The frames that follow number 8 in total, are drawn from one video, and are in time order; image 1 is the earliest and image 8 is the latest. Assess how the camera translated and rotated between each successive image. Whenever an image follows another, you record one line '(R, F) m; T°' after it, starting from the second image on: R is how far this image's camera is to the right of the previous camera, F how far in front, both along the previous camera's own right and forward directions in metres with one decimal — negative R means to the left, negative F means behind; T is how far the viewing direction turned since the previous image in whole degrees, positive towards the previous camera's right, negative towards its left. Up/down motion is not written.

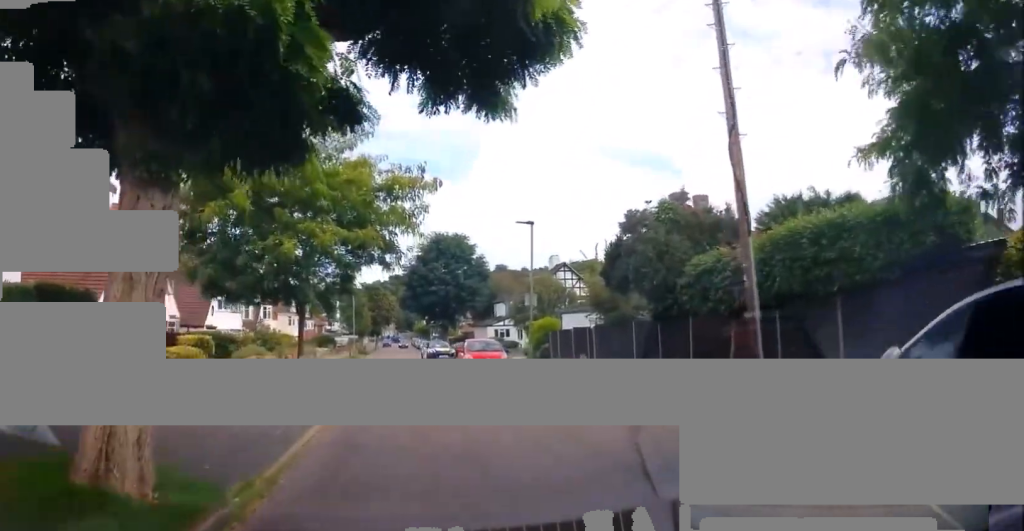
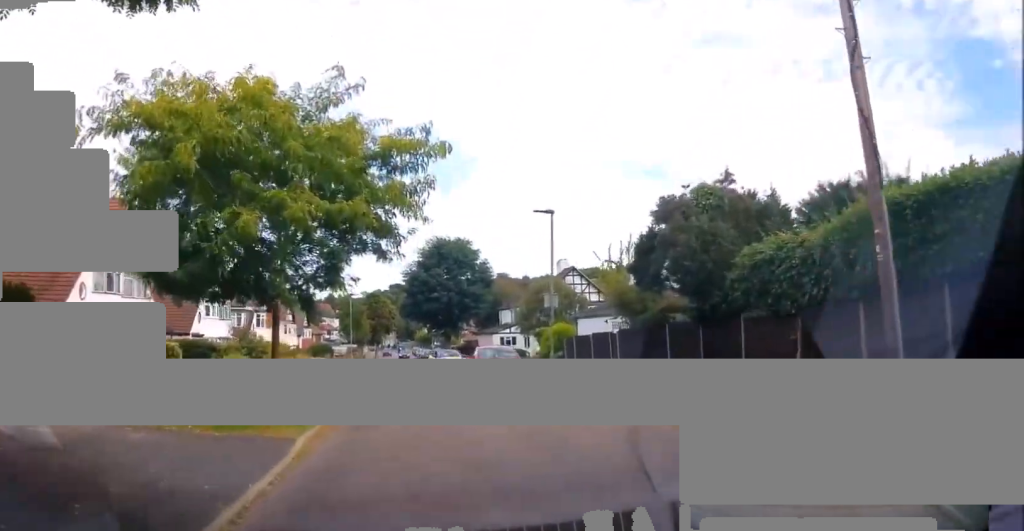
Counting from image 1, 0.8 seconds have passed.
(-0.1, +3.4) m; +1°
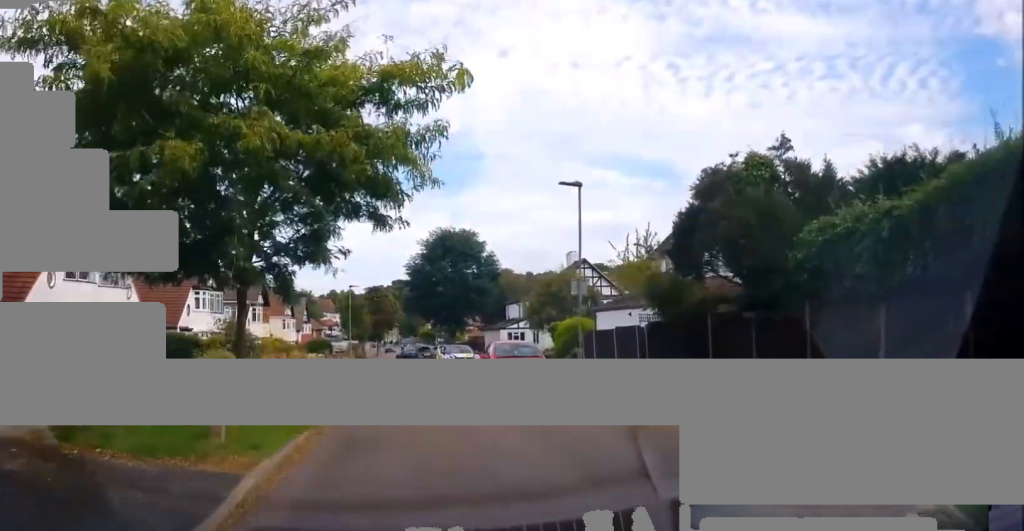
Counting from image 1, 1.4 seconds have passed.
(-0.1, +3.0) m; +1°
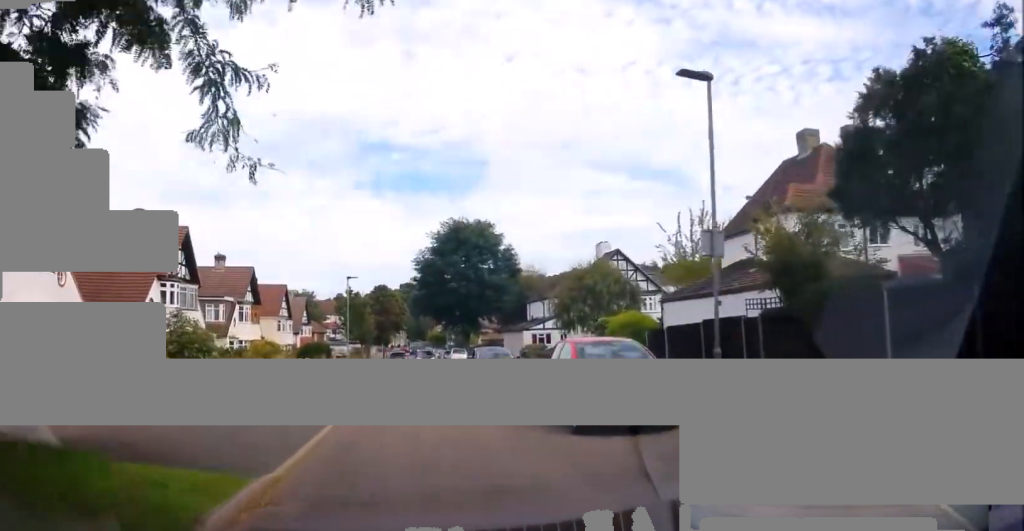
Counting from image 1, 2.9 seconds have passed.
(+0.3, +8.0) m; -4°
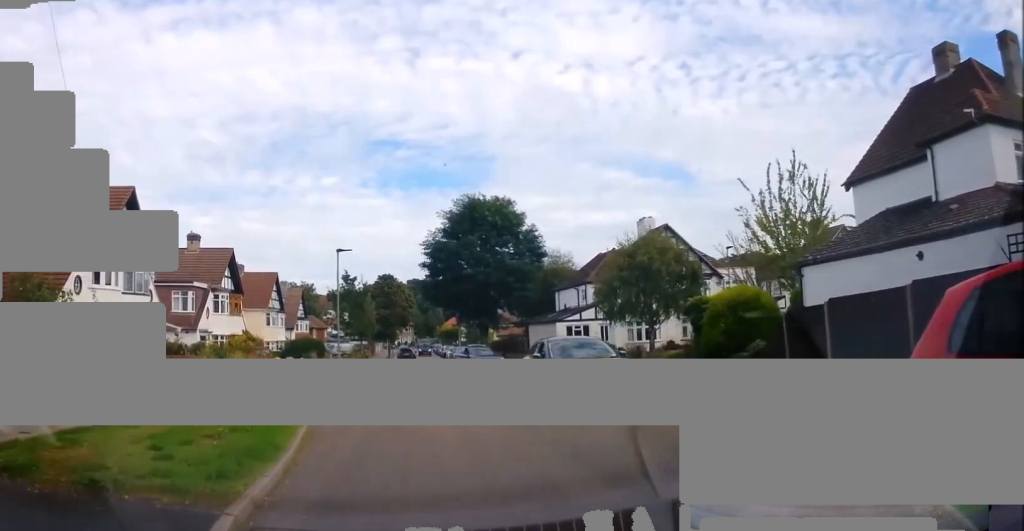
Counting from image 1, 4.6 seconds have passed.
(-0.6, +9.7) m; -4°
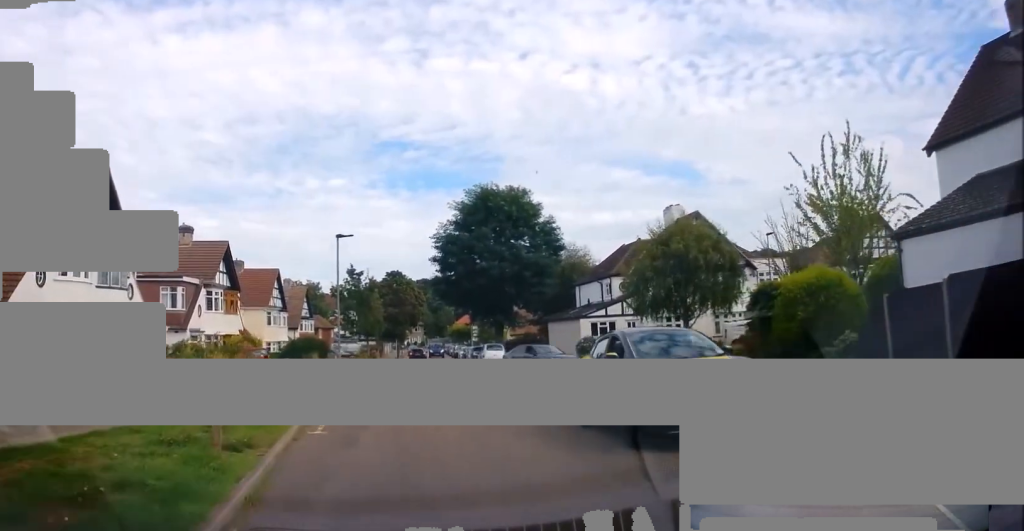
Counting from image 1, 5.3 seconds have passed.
(+0.2, +3.9) m; -1°
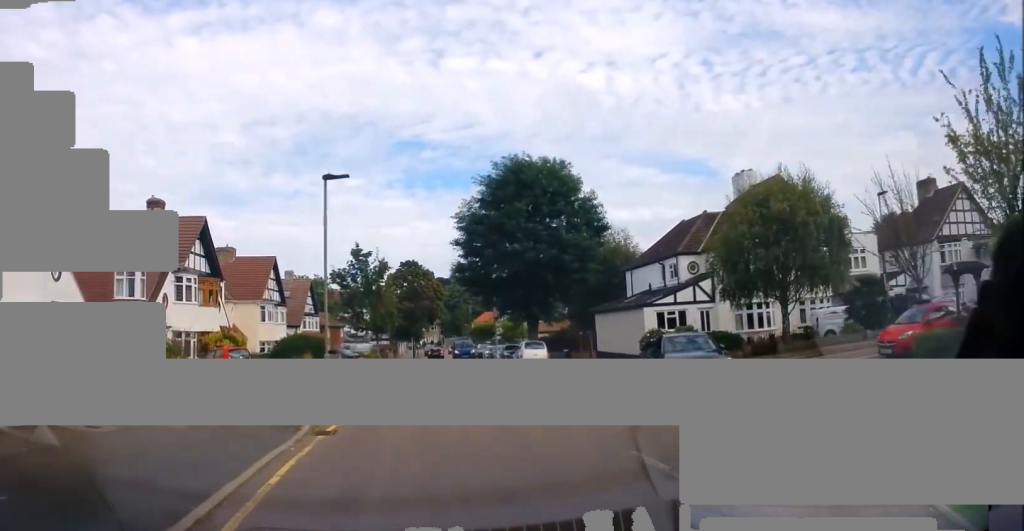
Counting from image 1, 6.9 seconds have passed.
(-0.1, +8.6) m; +6°
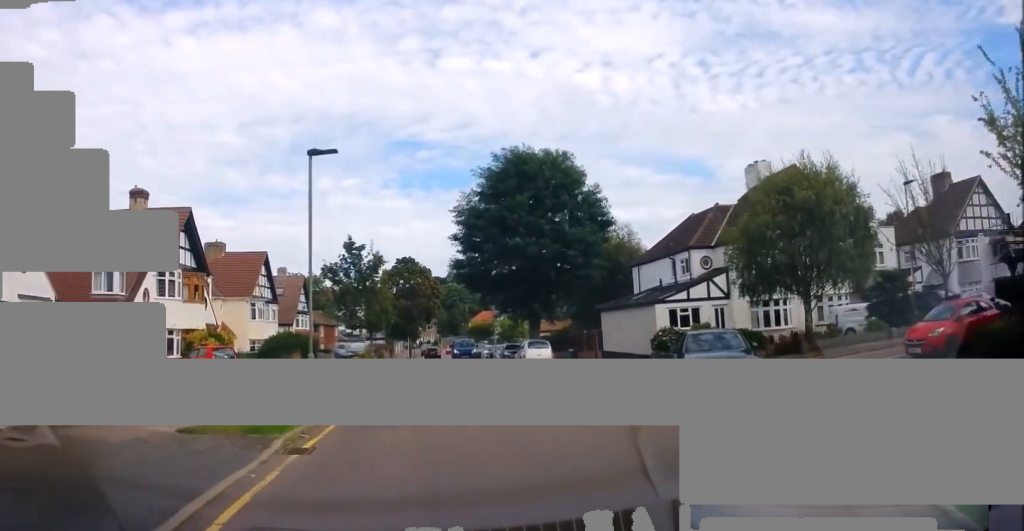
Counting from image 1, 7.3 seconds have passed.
(+0.1, +2.1) m; +2°
